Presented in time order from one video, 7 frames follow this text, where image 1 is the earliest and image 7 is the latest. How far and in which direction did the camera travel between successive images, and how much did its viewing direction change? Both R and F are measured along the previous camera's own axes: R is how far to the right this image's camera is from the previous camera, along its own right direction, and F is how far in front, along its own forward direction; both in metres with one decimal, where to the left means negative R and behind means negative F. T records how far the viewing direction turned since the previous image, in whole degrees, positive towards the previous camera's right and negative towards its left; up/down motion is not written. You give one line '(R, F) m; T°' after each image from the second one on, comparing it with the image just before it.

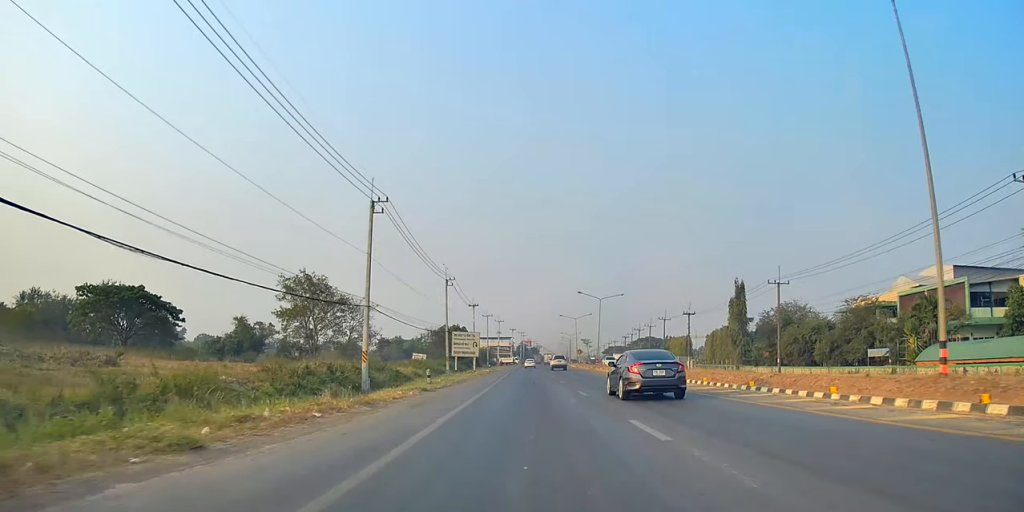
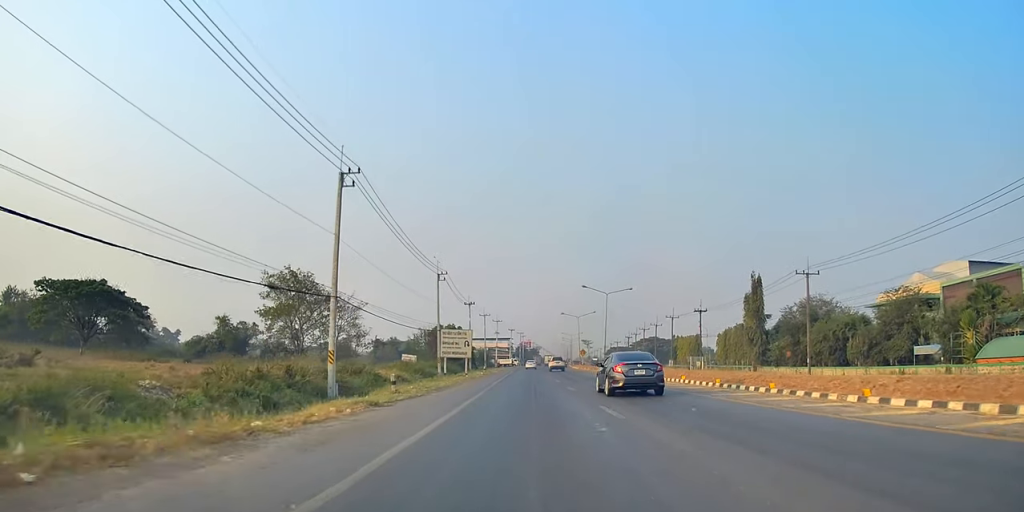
(-0.3, +7.8) m; -1°
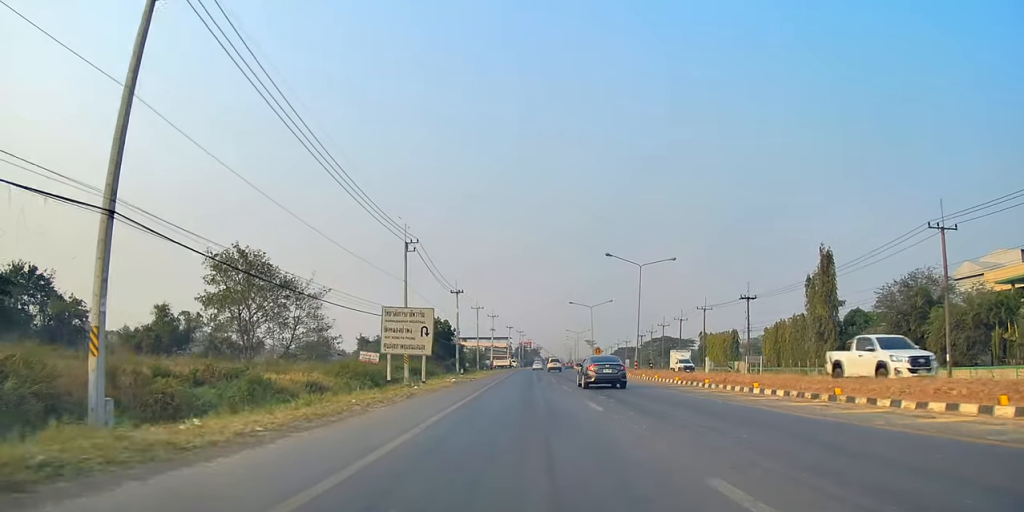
(-0.4, +22.6) m; -1°
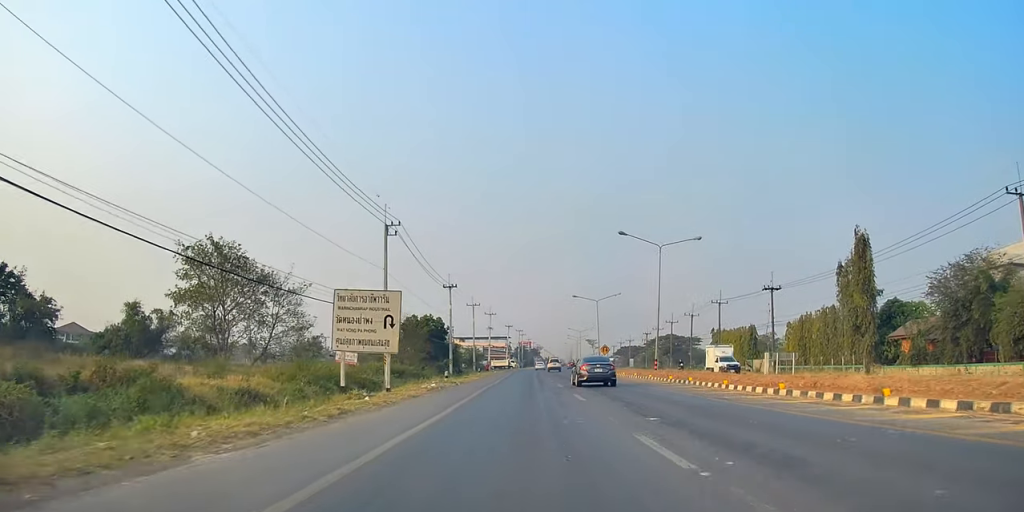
(0.0, +7.9) m; 0°
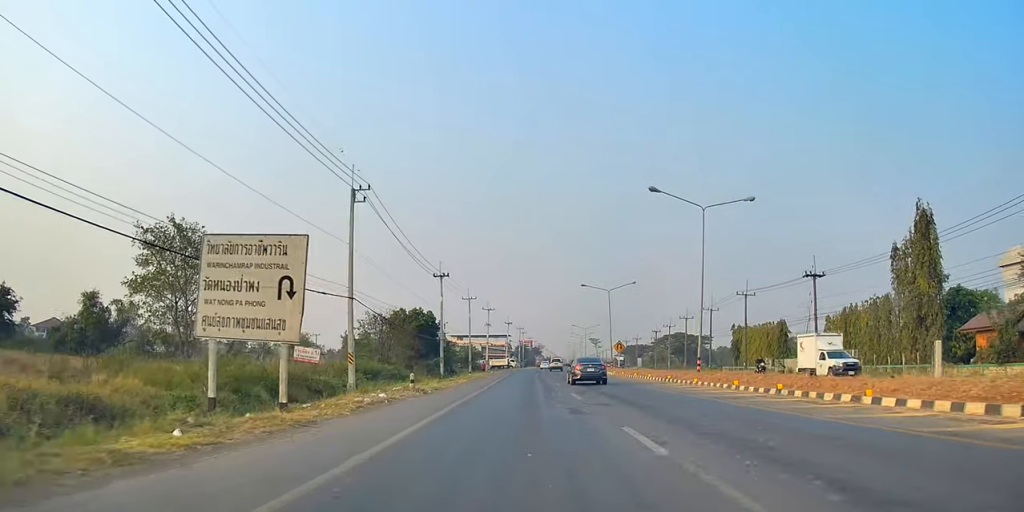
(0.0, +11.6) m; +1°
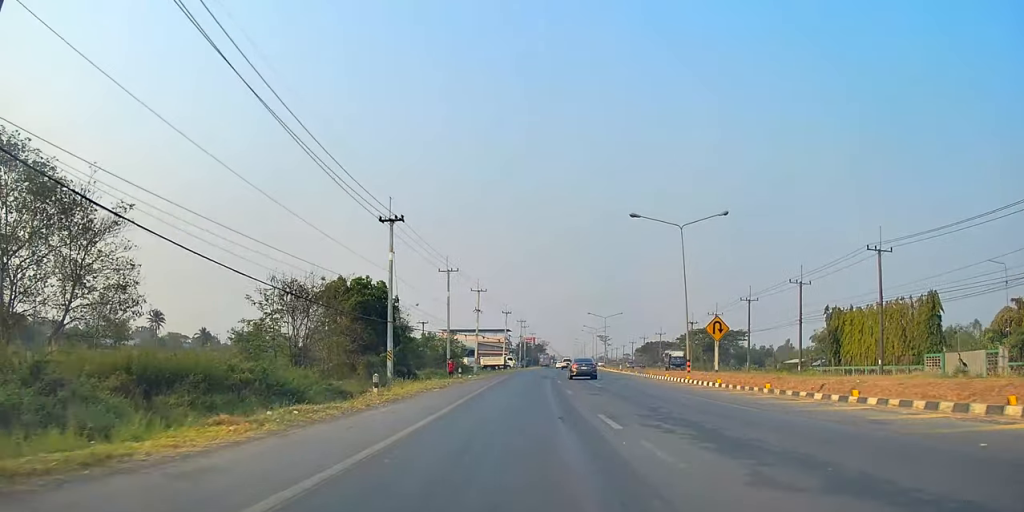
(+1.0, +32.9) m; +1°
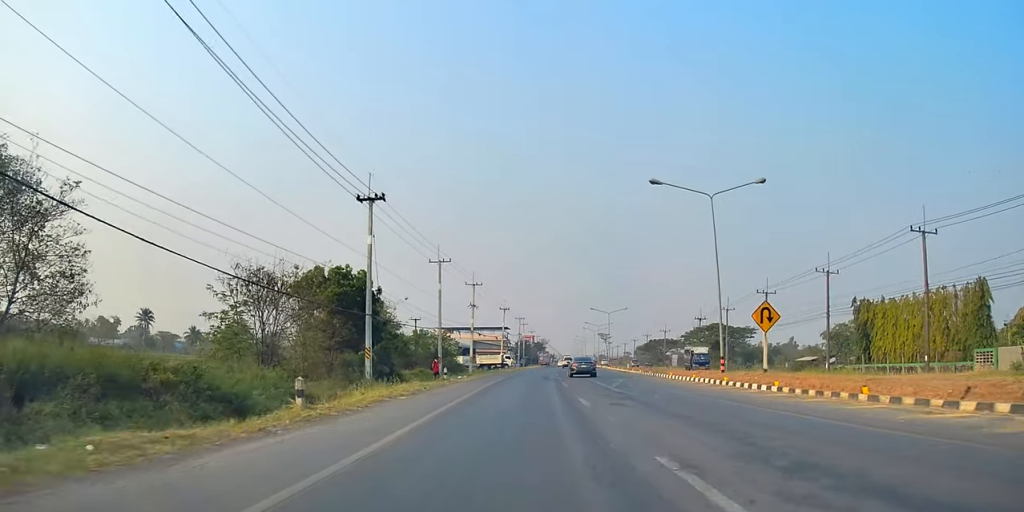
(-0.1, +6.8) m; -1°
